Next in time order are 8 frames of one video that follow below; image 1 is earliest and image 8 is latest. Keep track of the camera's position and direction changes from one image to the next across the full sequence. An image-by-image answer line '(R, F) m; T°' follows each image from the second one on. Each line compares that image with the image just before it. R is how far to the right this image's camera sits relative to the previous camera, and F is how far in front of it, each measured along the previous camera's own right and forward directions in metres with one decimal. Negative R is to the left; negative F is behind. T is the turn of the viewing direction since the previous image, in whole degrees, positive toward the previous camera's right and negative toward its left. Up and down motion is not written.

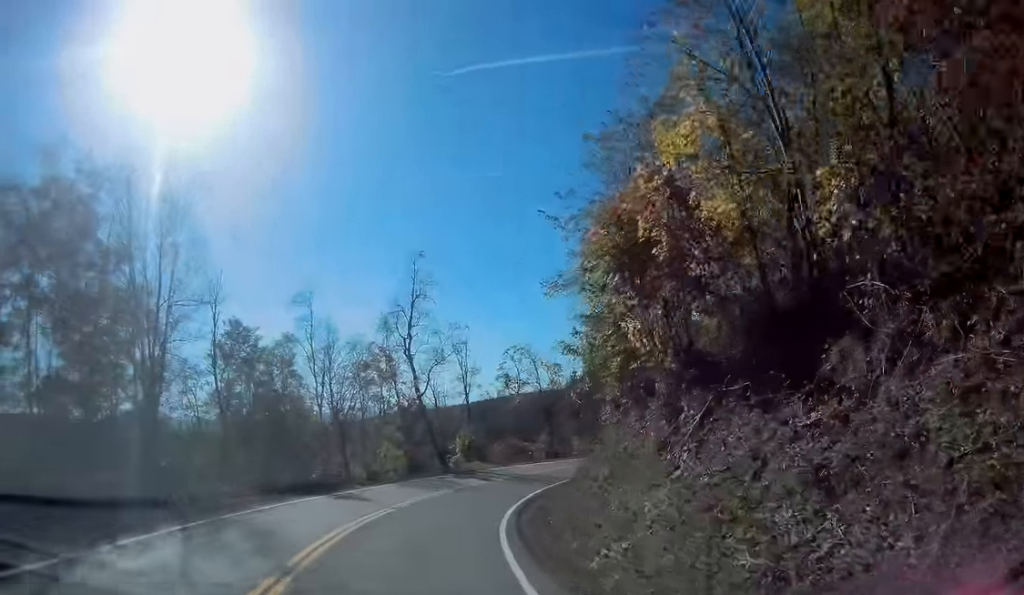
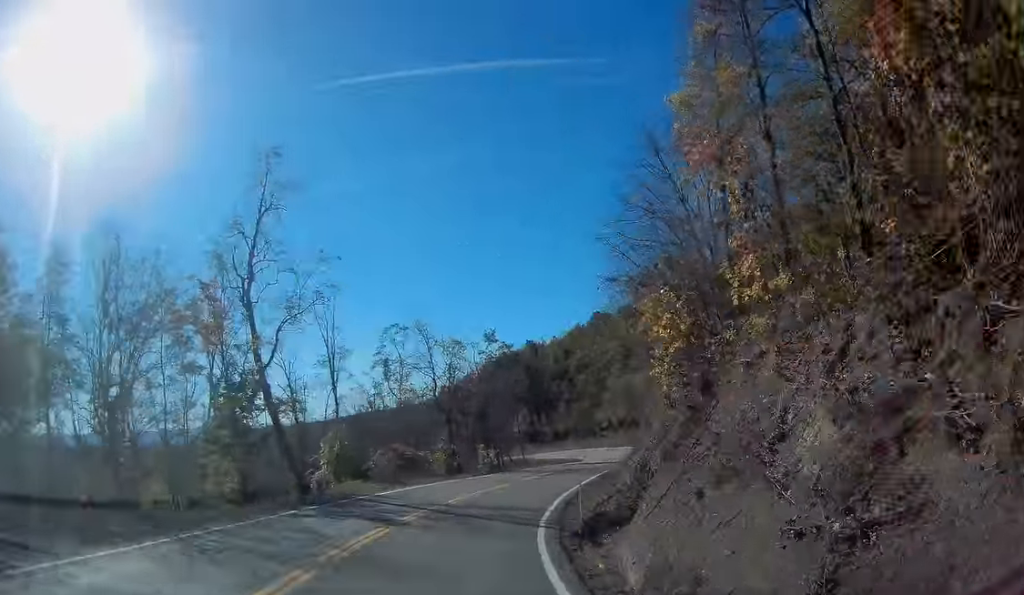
(+1.6, +21.6) m; +11°
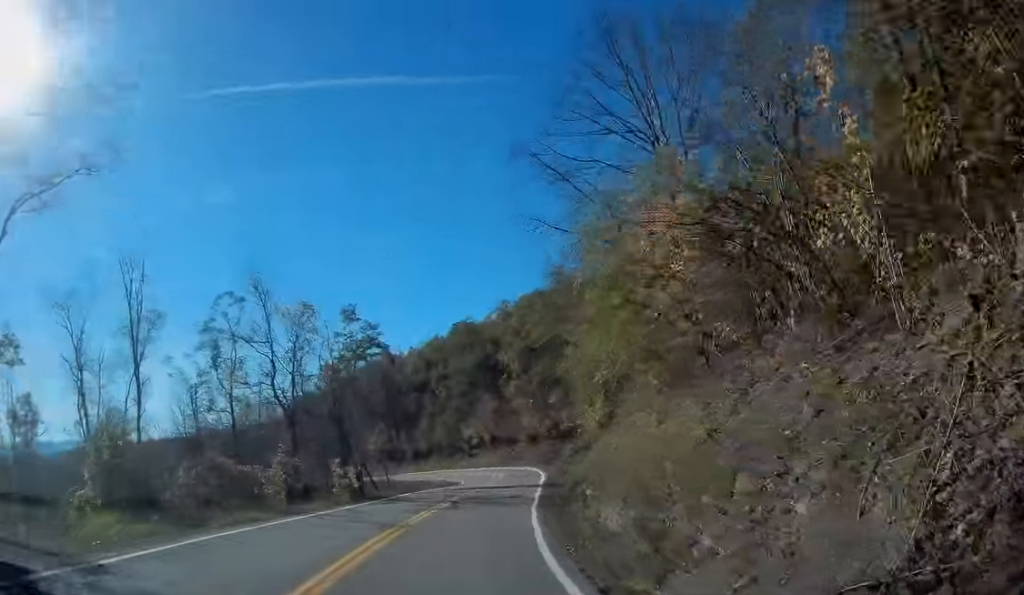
(+2.3, +17.2) m; +15°
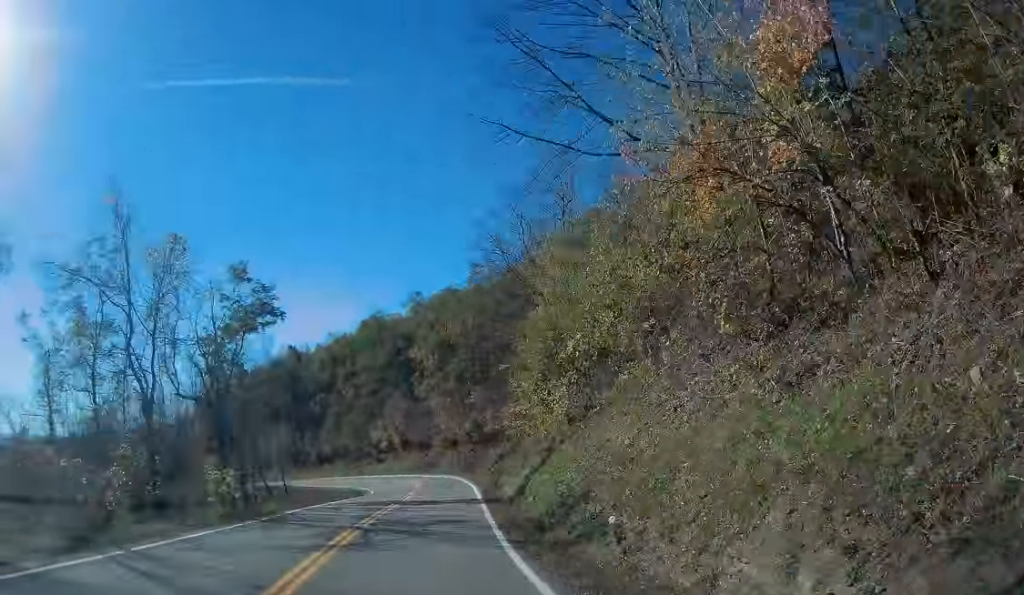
(+0.9, +11.1) m; +8°
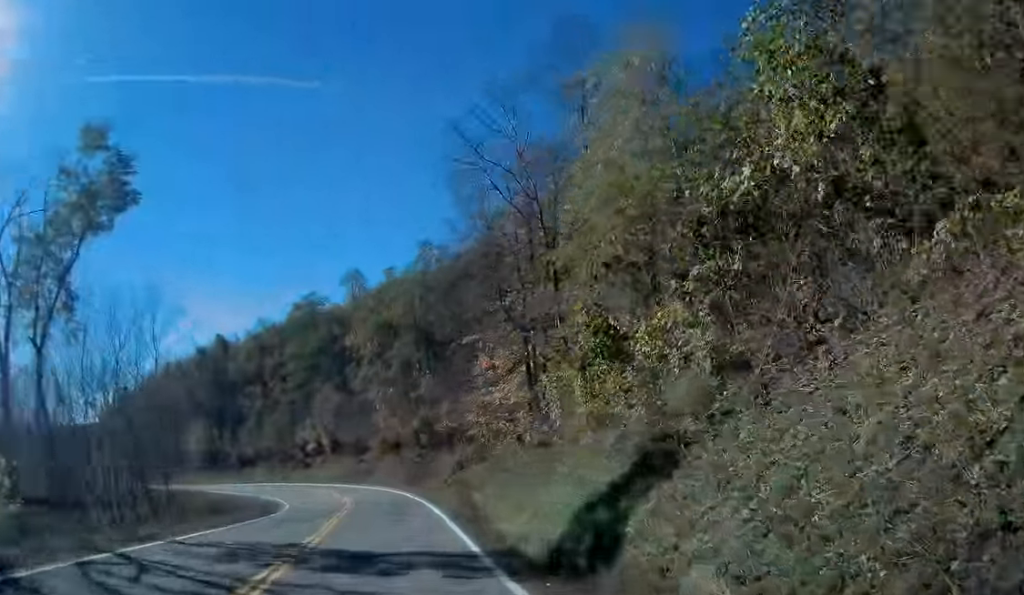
(+1.2, +17.0) m; +4°
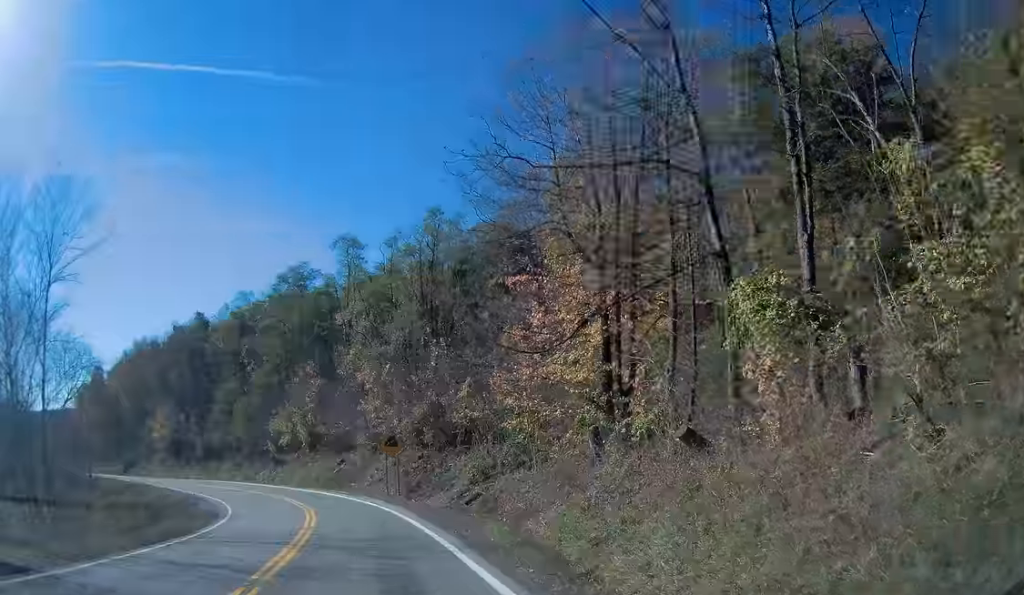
(+0.1, +15.4) m; 0°
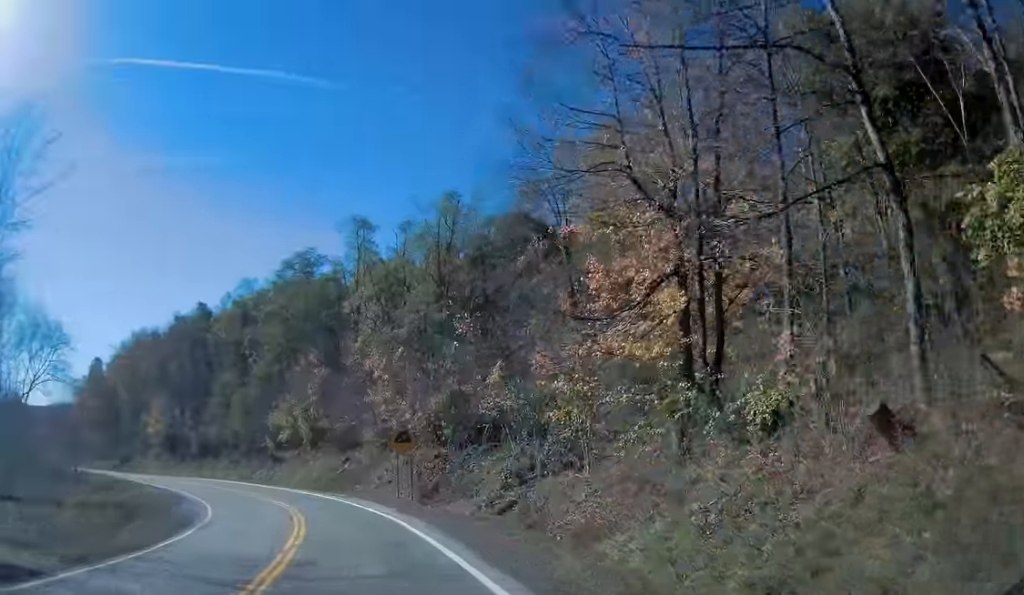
(+0.1, +6.3) m; -2°
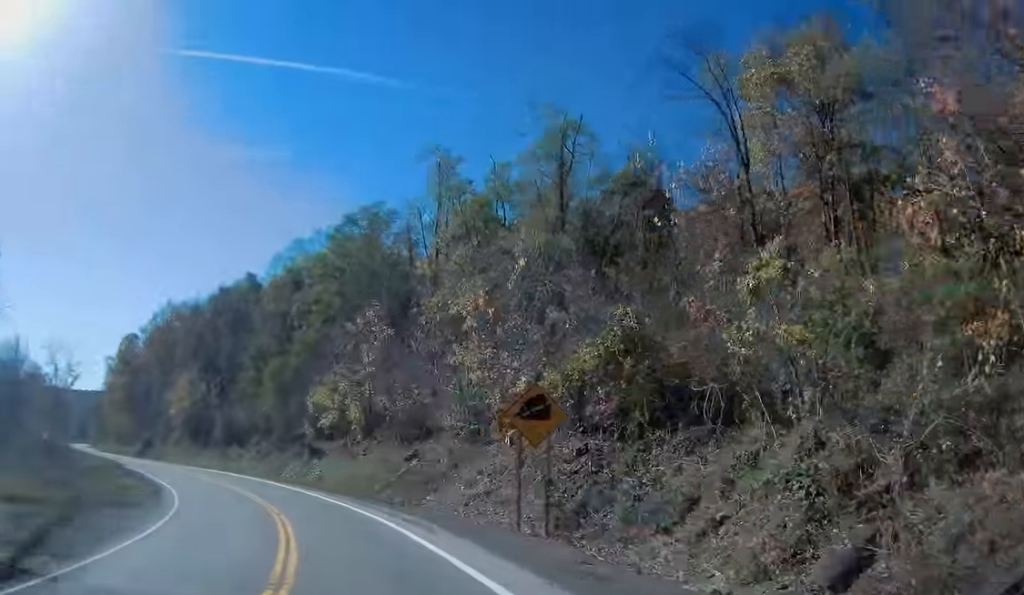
(-0.8, +16.8) m; -7°
